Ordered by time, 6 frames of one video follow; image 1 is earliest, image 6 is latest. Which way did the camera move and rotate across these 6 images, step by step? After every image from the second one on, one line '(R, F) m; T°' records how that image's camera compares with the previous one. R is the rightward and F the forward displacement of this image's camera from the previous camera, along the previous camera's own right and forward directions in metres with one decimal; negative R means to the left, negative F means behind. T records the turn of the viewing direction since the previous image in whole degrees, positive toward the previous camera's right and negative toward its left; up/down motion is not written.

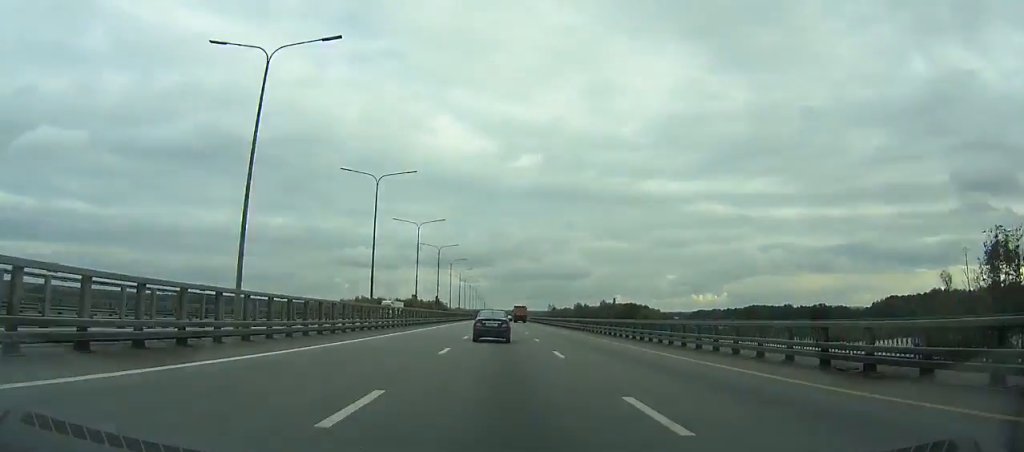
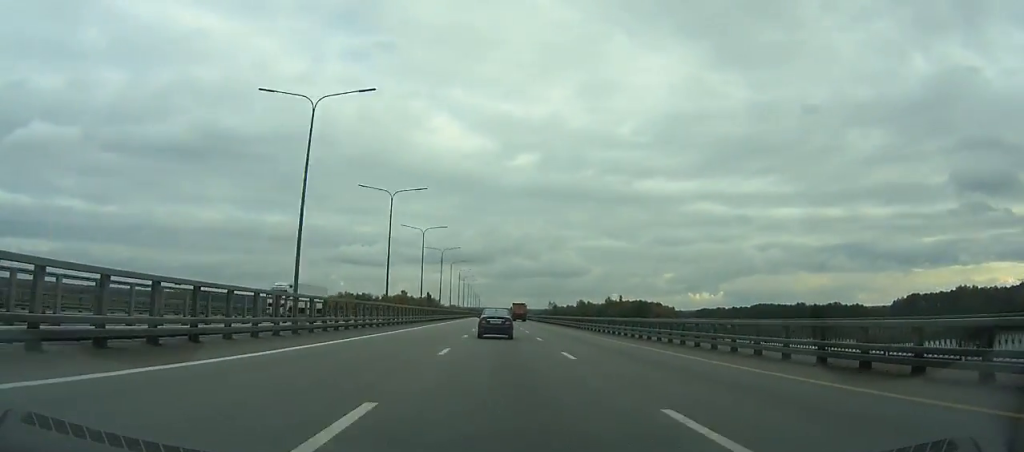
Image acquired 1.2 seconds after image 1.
(-0.1, +39.1) m; 0°
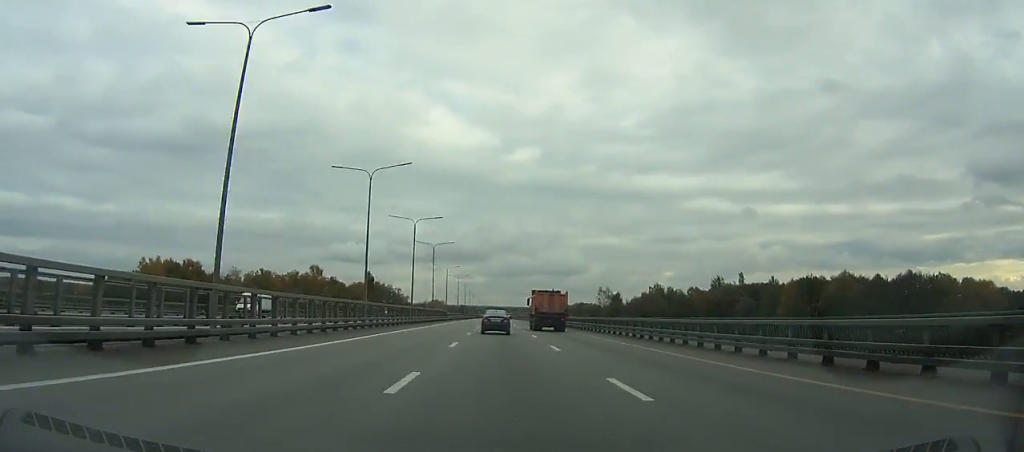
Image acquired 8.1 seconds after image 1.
(-0.9, +224.2) m; 0°
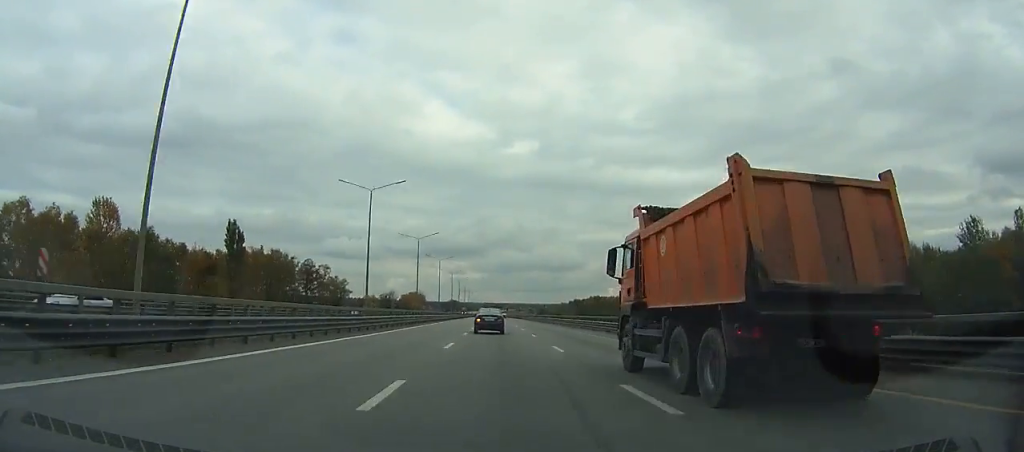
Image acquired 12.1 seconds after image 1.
(+0.4, +129.9) m; 0°
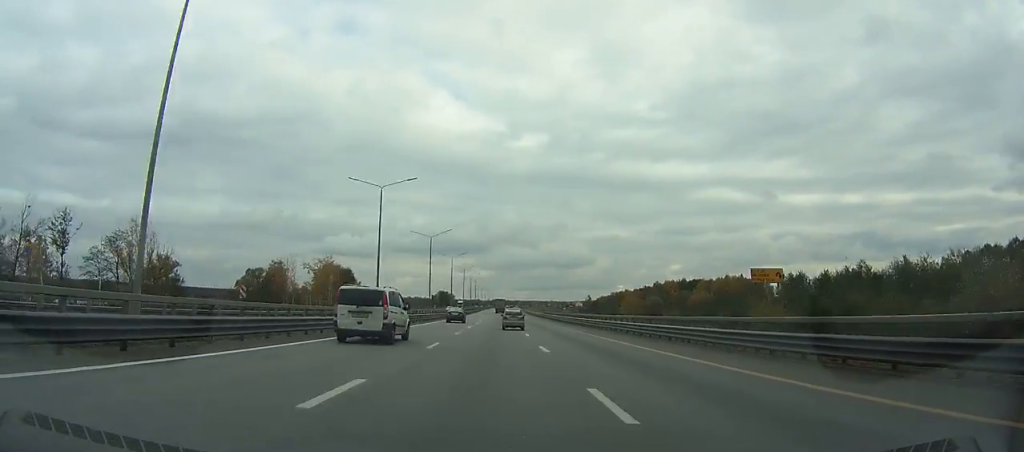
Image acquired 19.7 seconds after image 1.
(-0.8, +242.0) m; -1°
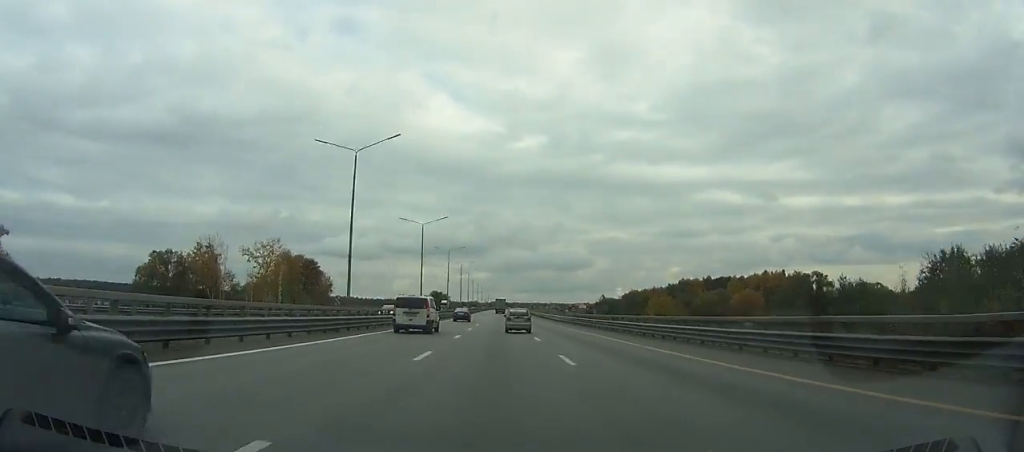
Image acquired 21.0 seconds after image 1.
(-0.1, +41.5) m; 0°
